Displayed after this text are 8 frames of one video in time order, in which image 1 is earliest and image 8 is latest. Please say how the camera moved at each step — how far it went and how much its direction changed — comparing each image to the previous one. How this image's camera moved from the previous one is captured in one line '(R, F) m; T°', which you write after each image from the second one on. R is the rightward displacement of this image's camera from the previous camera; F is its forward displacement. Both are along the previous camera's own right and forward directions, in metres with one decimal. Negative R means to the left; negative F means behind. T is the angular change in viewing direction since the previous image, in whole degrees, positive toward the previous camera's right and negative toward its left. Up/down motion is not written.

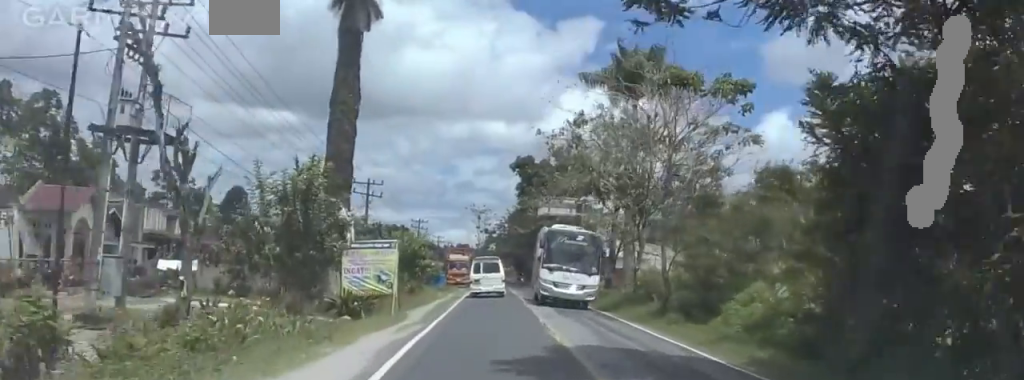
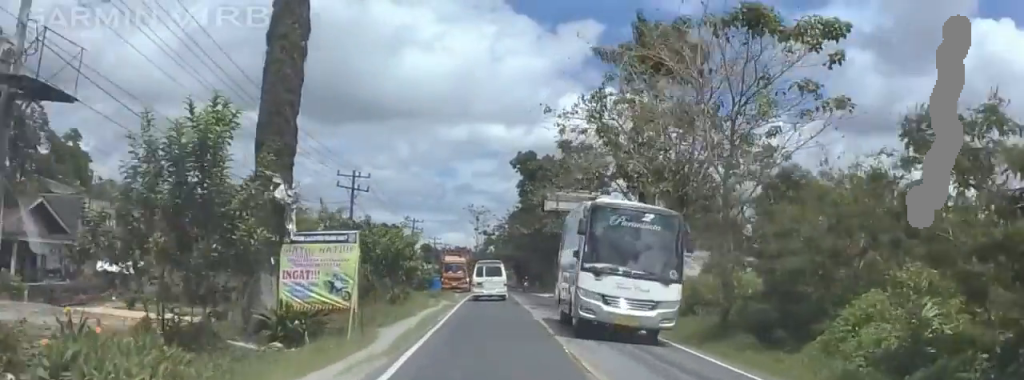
(-0.2, +7.7) m; +1°
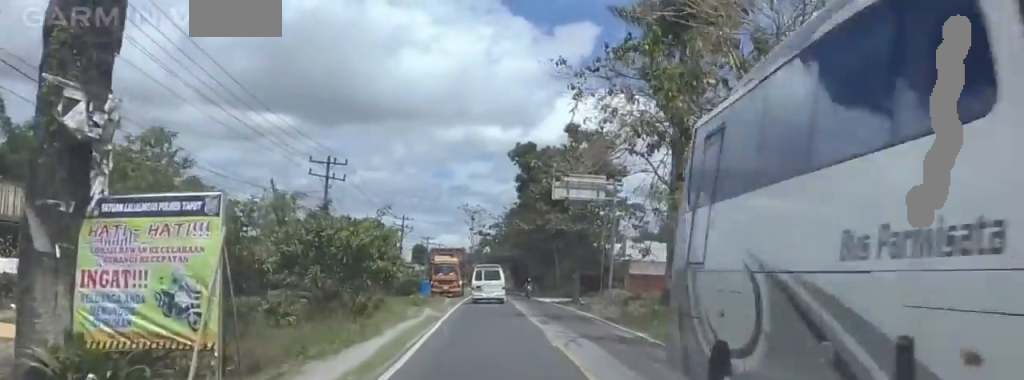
(+0.6, +9.0) m; +3°
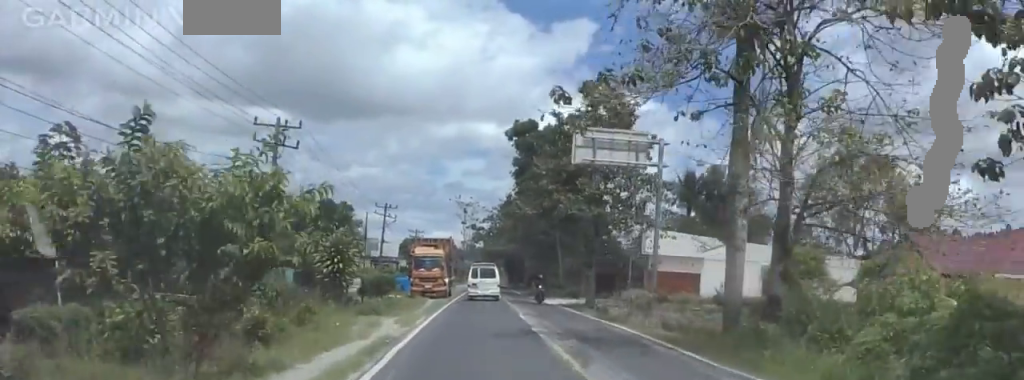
(+0.2, +12.6) m; -3°
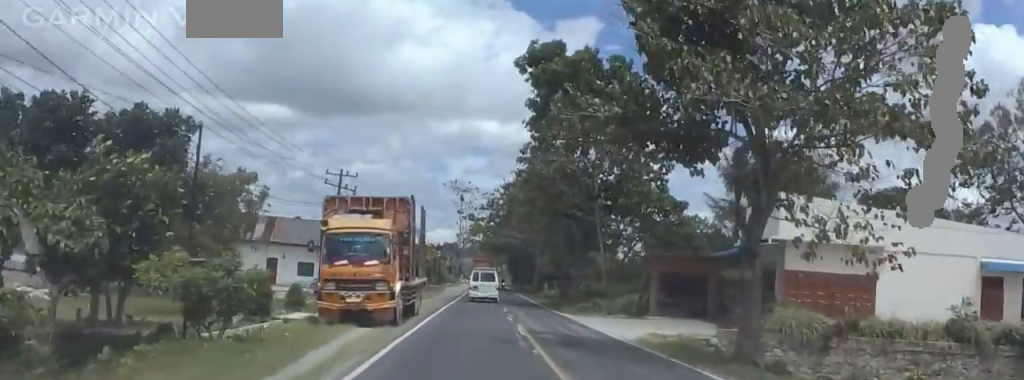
(-1.0, +29.7) m; +1°
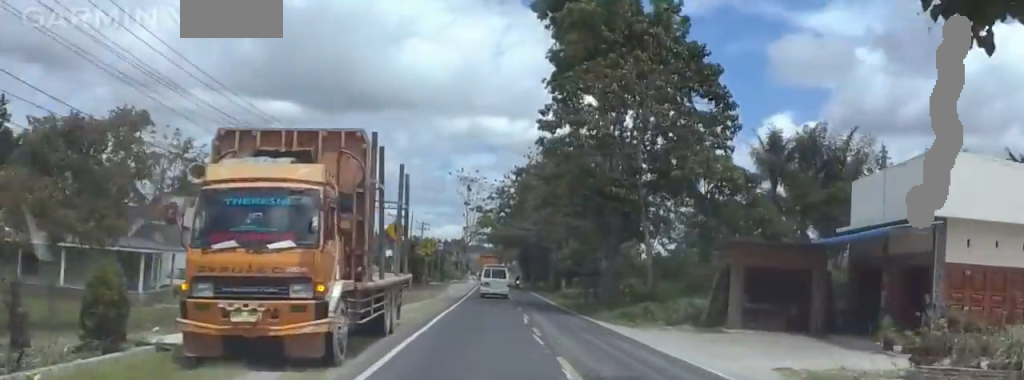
(+0.3, +12.0) m; 0°
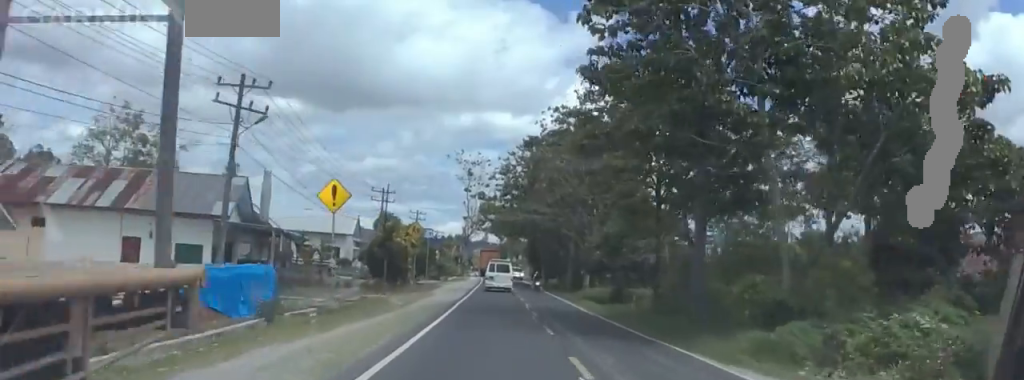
(-0.7, +18.1) m; -1°
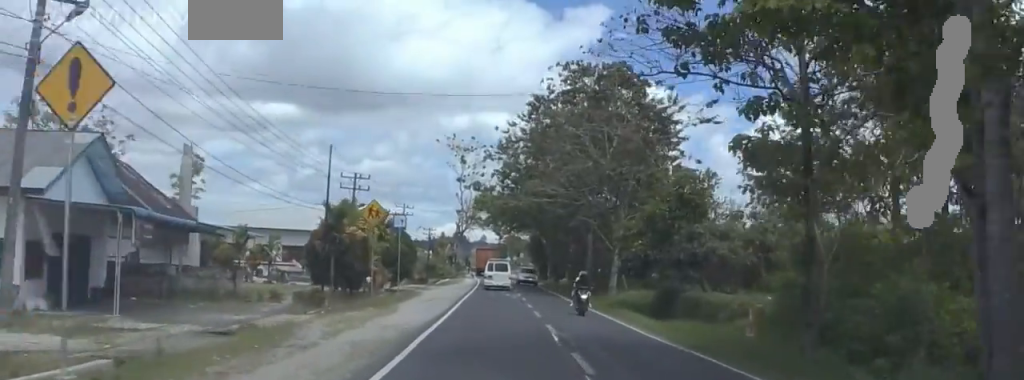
(+0.3, +16.6) m; +2°
